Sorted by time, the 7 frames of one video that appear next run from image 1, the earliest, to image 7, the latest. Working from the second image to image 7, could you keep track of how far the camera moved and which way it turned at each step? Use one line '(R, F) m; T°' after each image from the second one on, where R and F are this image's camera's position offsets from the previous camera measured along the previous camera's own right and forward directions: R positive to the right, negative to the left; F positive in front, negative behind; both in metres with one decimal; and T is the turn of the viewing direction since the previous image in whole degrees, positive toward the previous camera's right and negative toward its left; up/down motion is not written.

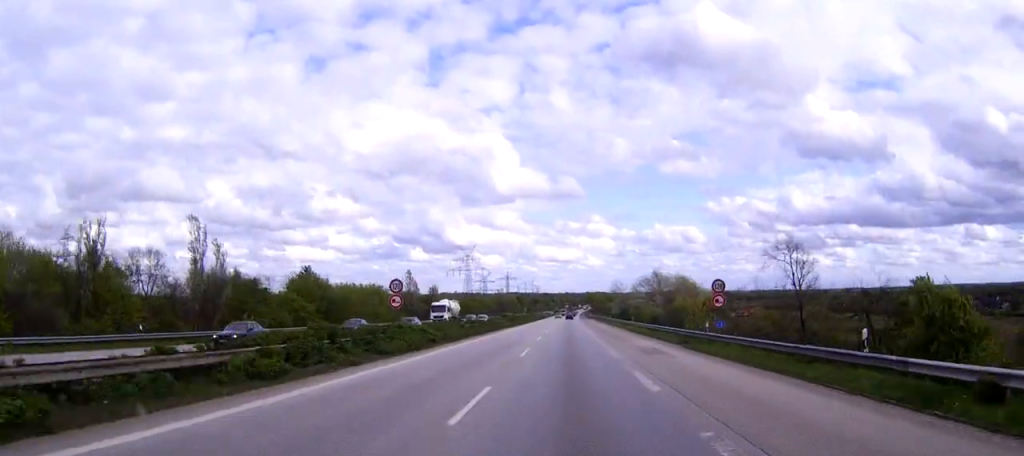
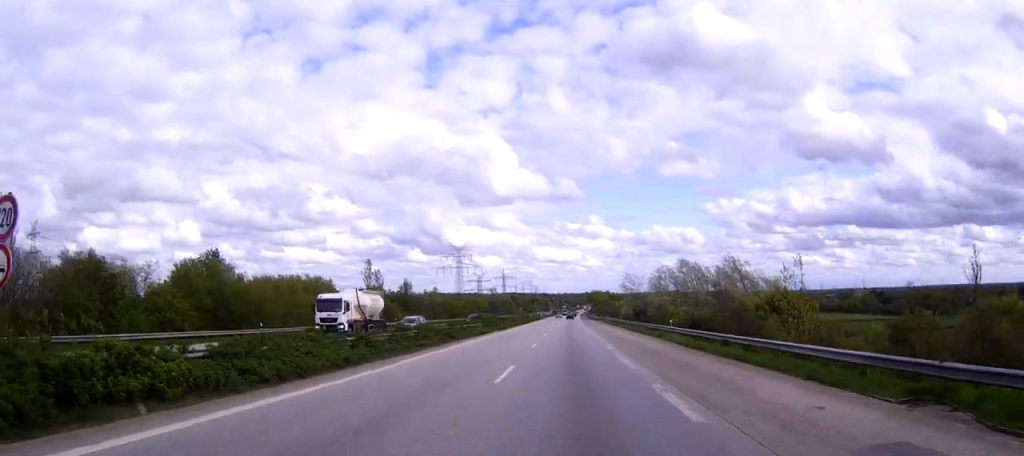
(0.0, +29.2) m; 0°
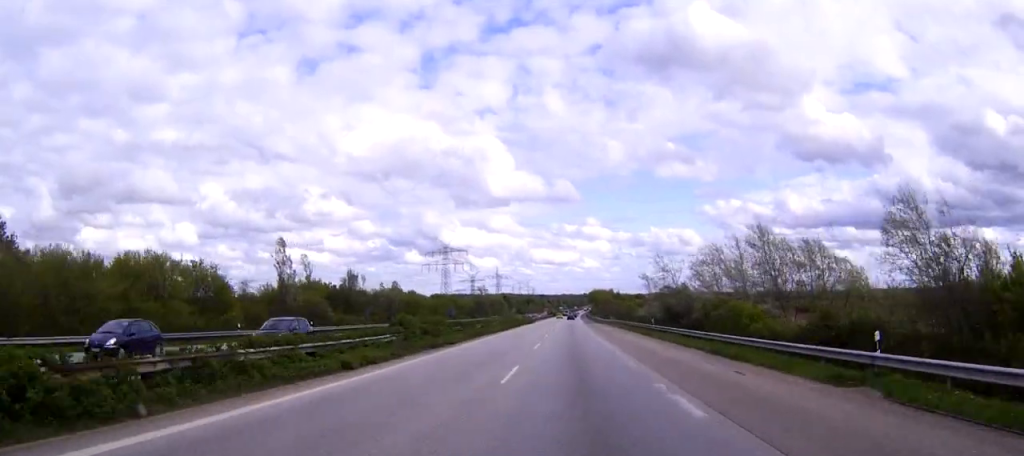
(0.0, +36.1) m; 0°
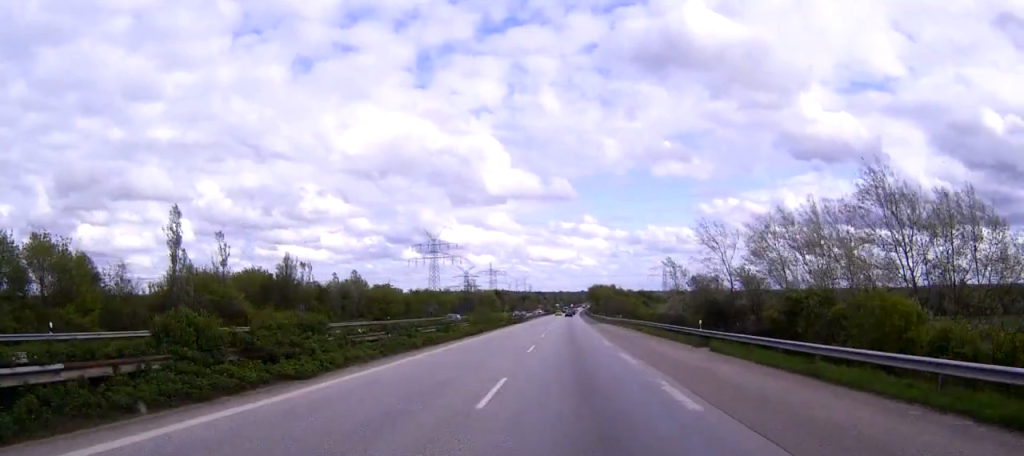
(0.0, +23.5) m; 0°
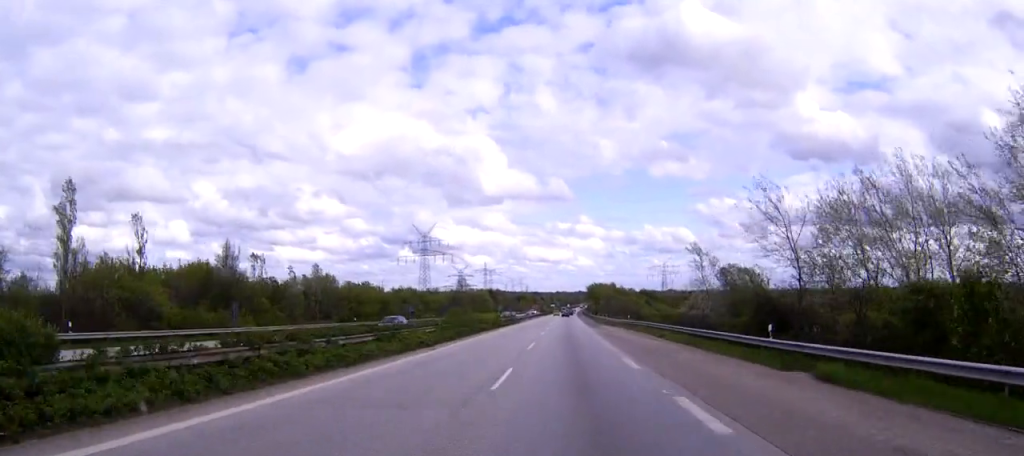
(0.0, +14.7) m; 0°
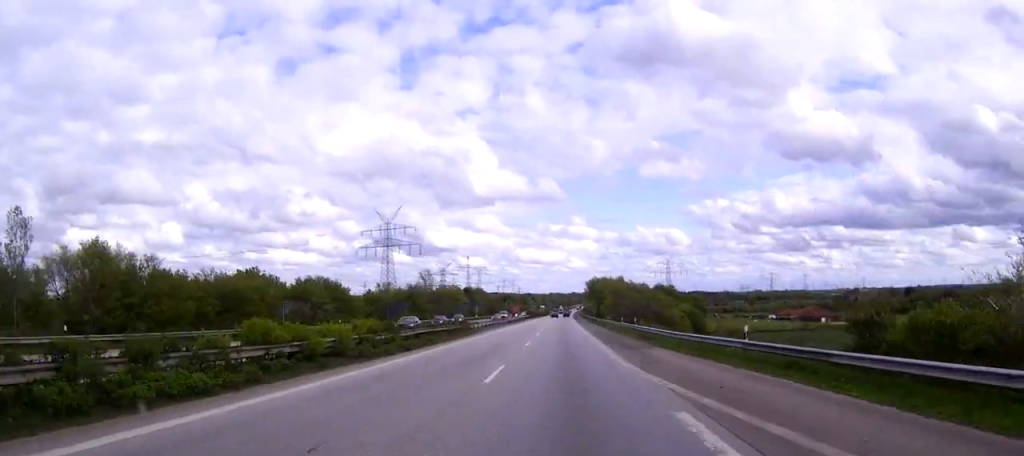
(+0.3, +52.6) m; 0°
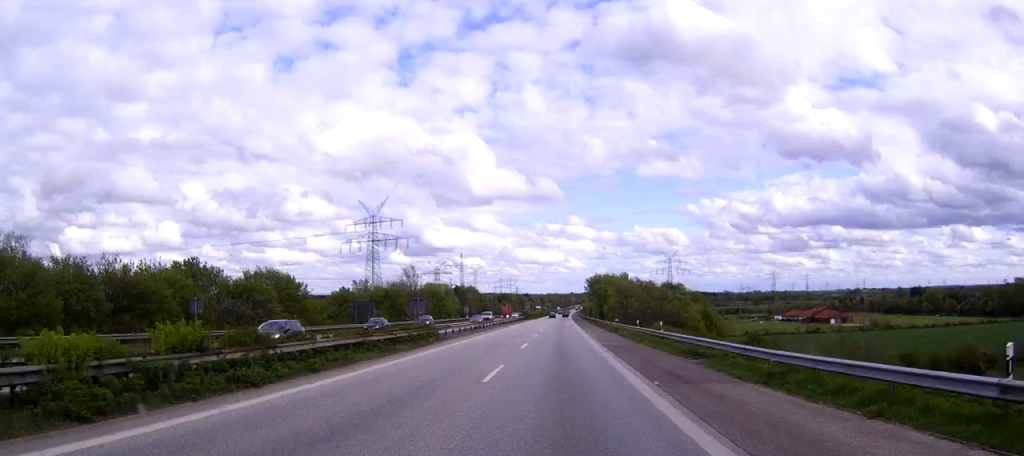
(0.0, +16.9) m; 0°
